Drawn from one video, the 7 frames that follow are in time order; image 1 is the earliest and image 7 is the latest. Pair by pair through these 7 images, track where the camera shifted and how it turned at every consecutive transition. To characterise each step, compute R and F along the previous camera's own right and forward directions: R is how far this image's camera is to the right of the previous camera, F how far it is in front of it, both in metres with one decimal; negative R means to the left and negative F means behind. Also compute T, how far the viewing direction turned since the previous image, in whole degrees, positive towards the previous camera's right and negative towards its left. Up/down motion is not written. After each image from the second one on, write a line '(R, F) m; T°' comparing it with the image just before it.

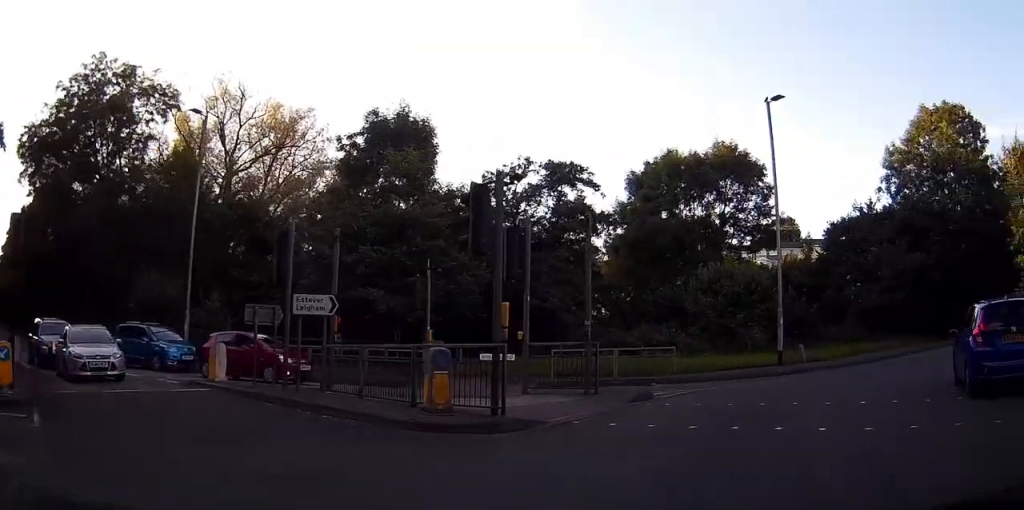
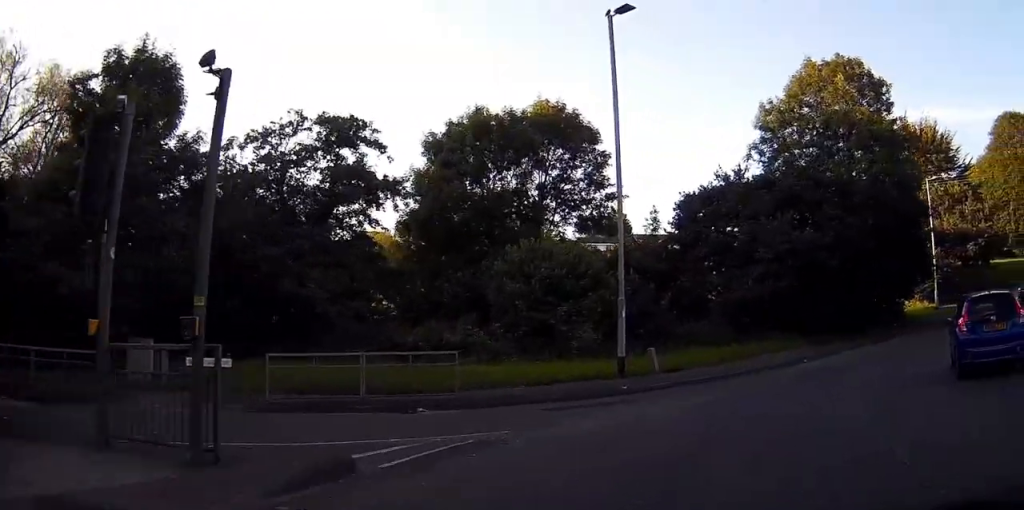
(+0.6, +8.7) m; +11°
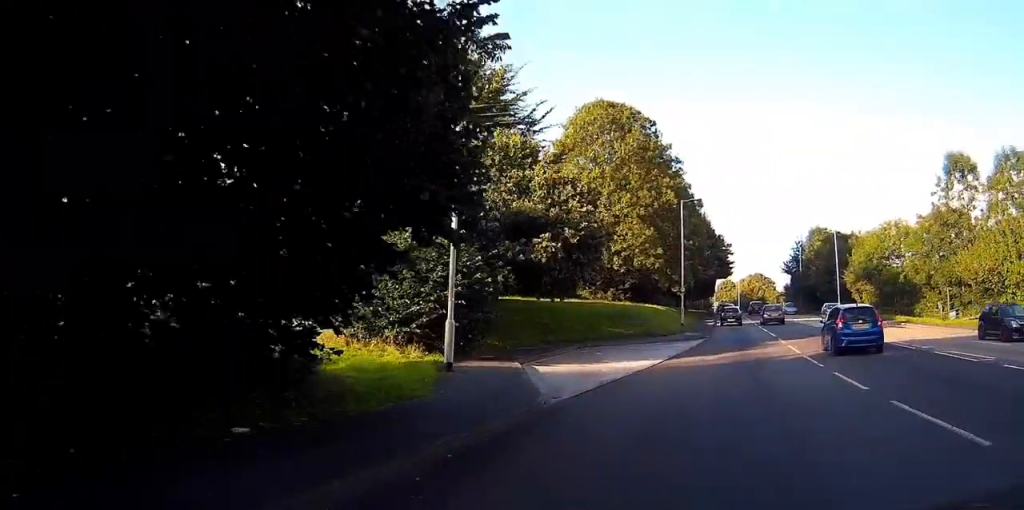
(+15.9, +6.1) m; +59°
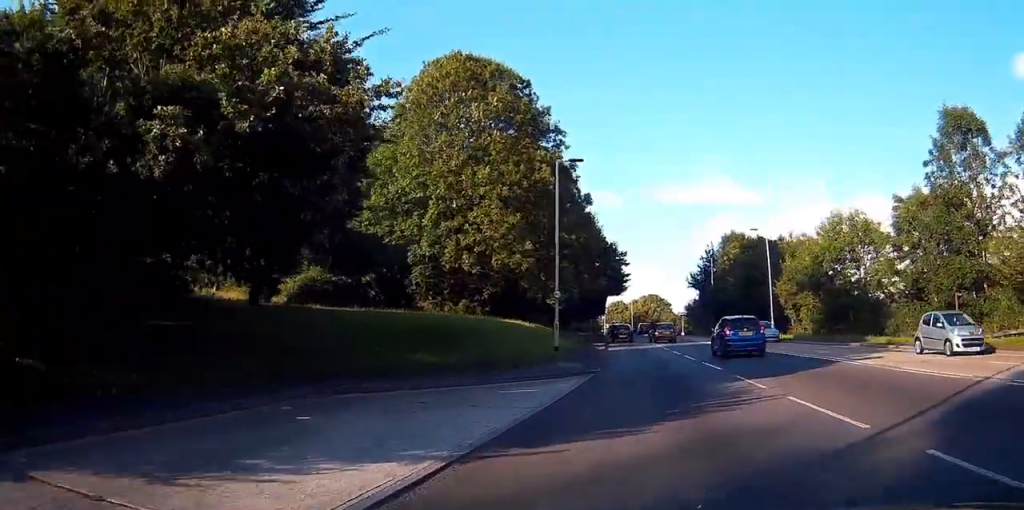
(-13.9, +21.0) m; -28°
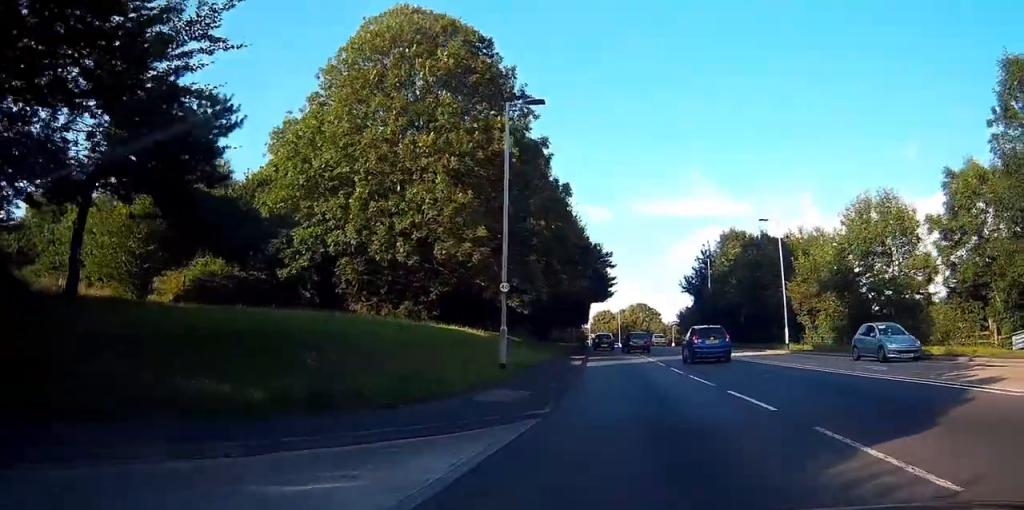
(+1.2, +12.8) m; +13°
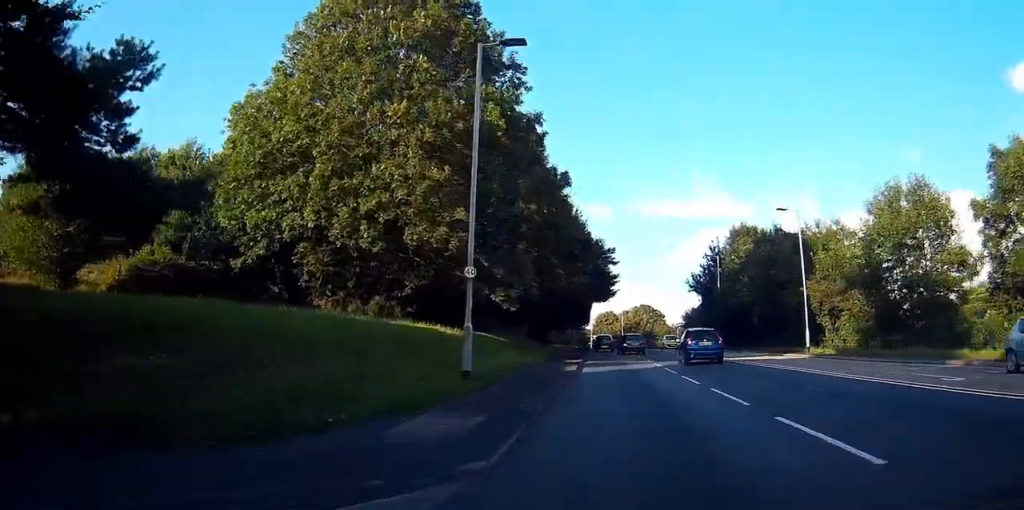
(+1.0, +6.1) m; +5°
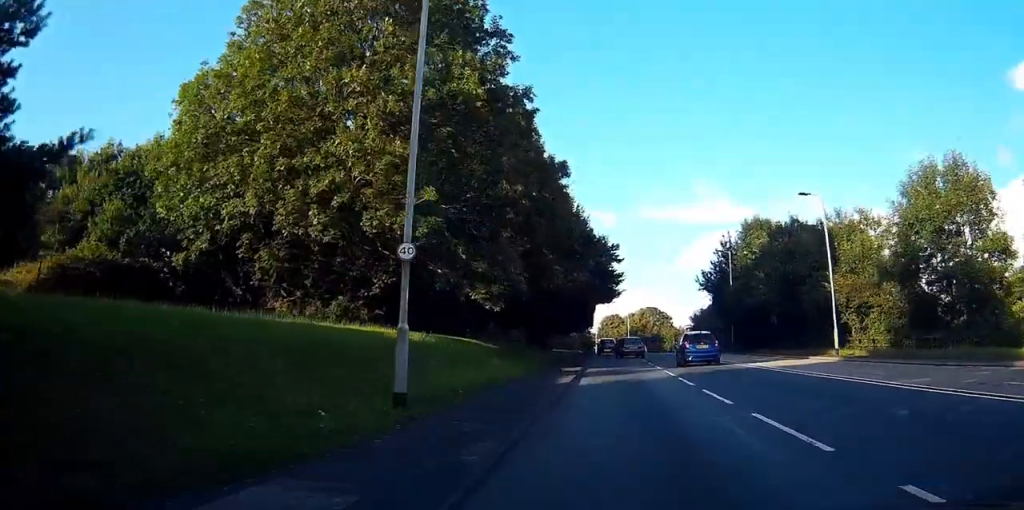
(+0.4, +6.0) m; +3°
